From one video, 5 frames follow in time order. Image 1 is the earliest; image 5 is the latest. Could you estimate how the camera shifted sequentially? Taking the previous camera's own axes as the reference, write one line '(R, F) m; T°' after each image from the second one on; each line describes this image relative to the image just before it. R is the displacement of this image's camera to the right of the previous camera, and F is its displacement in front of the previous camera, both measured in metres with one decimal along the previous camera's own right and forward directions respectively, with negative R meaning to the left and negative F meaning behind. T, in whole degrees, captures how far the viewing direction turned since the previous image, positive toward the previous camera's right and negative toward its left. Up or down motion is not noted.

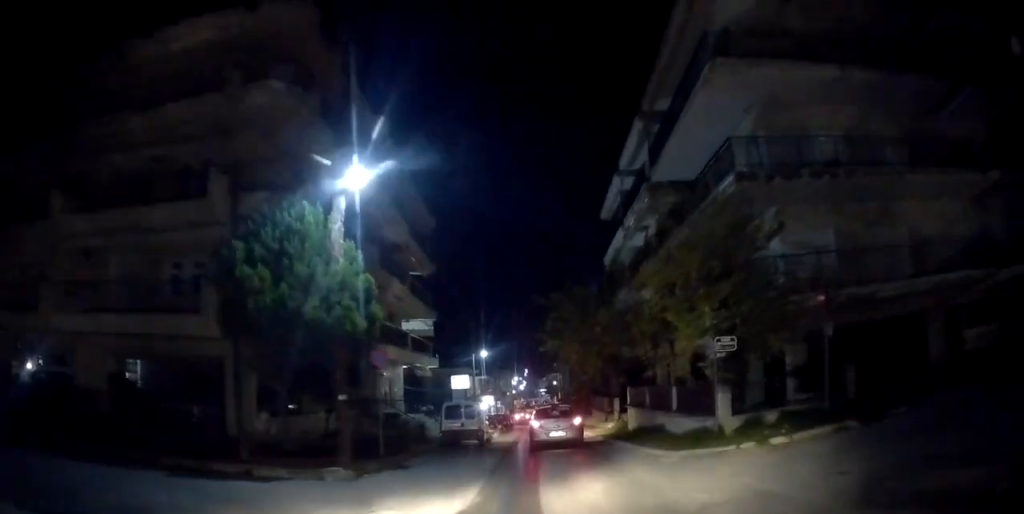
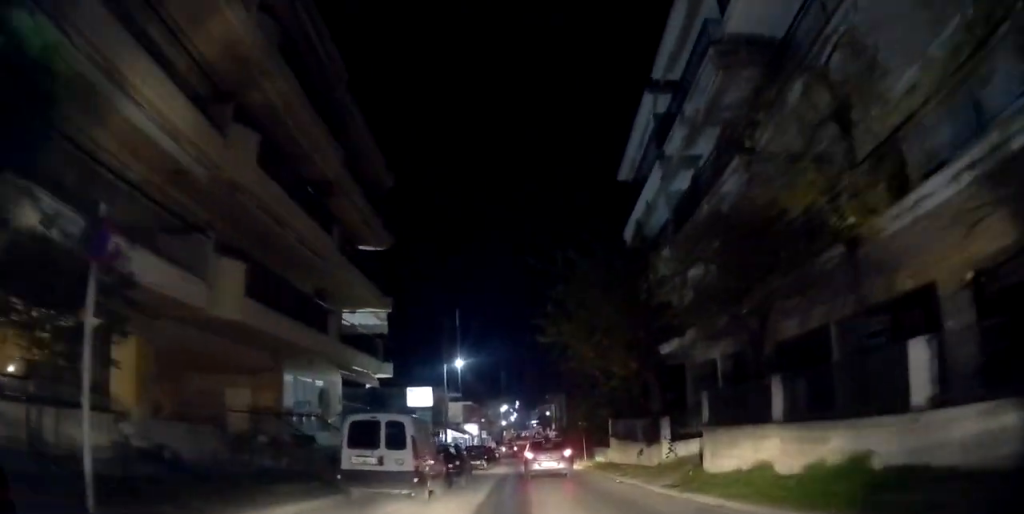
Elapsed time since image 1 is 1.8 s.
(-1.1, +11.4) m; -7°
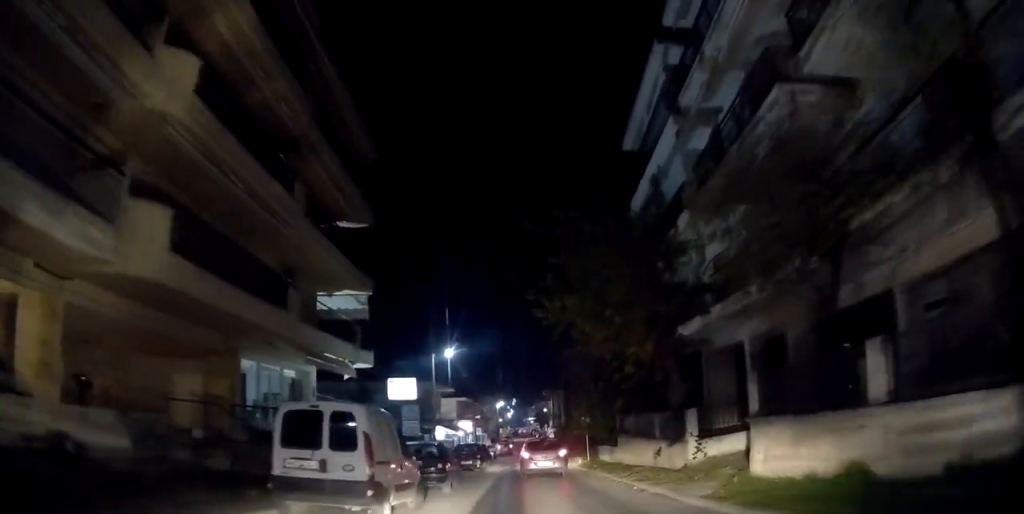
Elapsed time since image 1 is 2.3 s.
(0.0, +3.0) m; 0°
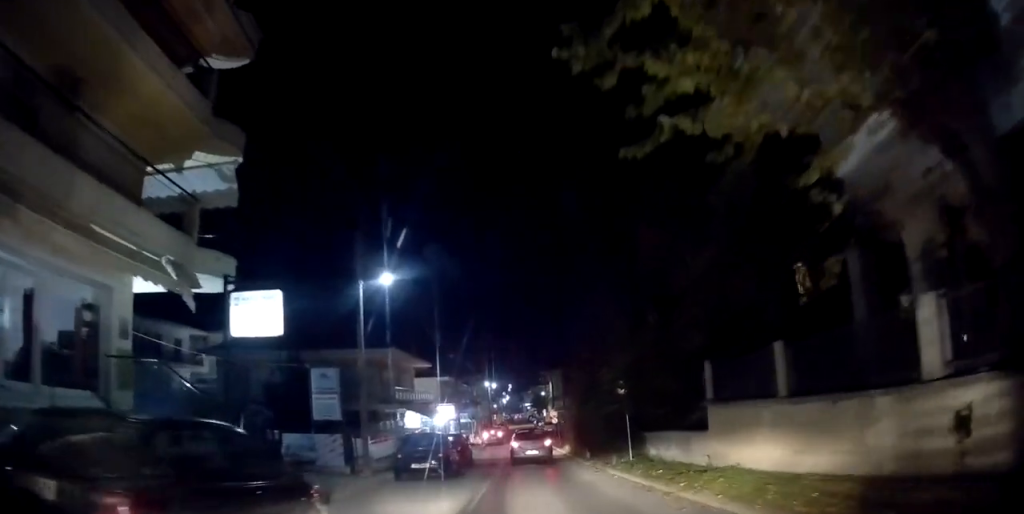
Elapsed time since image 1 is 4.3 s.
(+1.0, +11.9) m; +5°
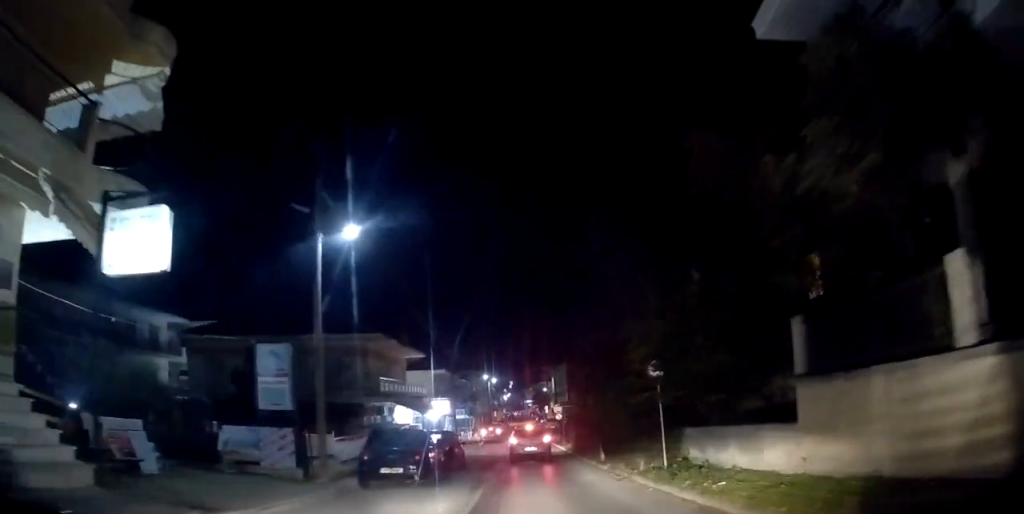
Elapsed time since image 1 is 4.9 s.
(-0.3, +3.9) m; 0°
